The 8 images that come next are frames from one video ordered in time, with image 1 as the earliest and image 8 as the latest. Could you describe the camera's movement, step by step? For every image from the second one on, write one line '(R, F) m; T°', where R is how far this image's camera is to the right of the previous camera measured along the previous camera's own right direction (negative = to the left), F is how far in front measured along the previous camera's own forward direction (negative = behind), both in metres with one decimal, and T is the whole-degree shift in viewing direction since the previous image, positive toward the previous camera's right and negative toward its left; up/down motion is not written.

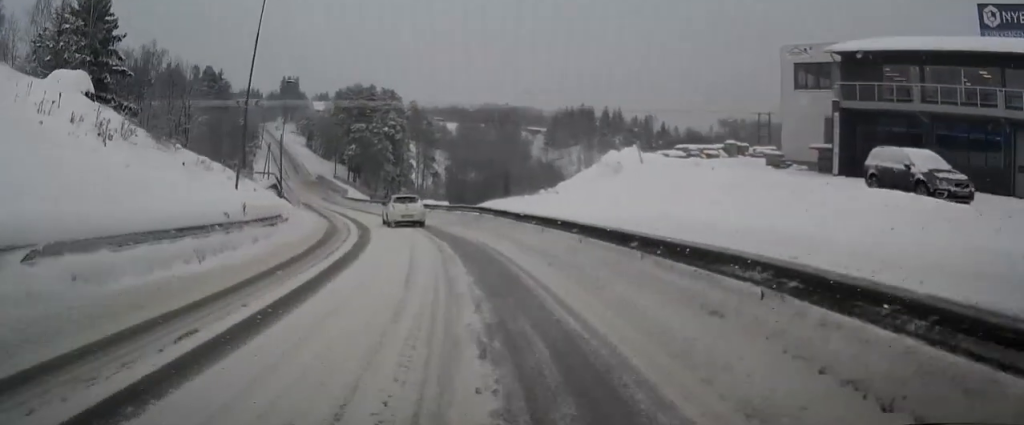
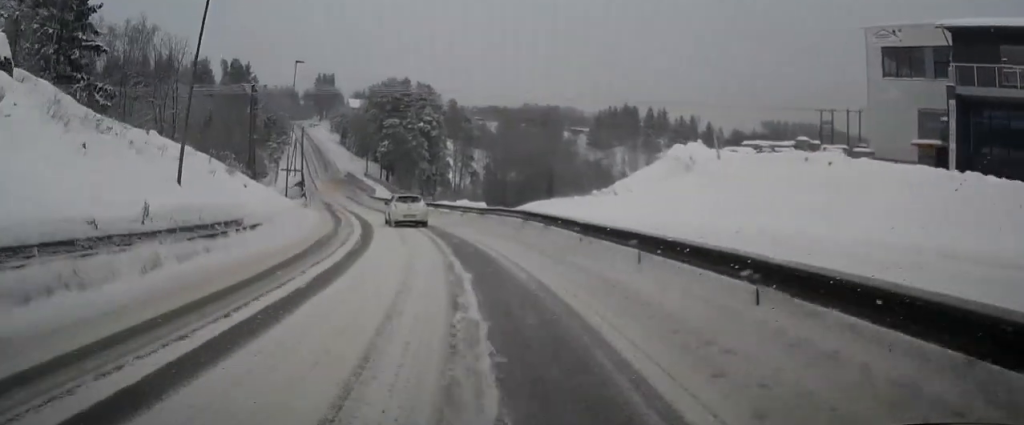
(-0.1, +7.6) m; -3°
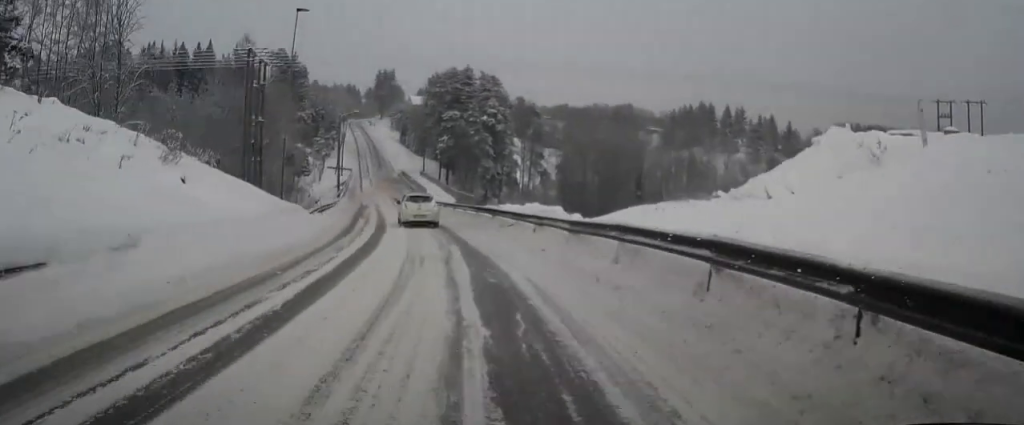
(-0.9, +13.1) m; -7°
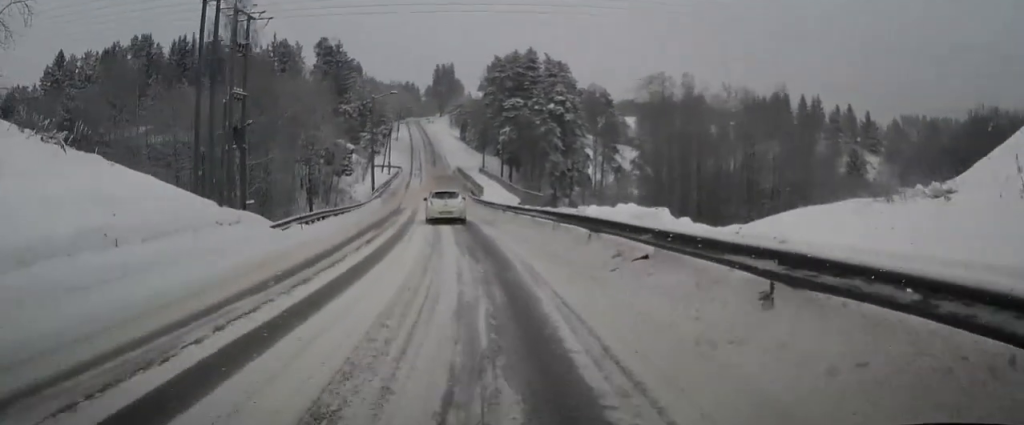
(-0.7, +12.8) m; -5°
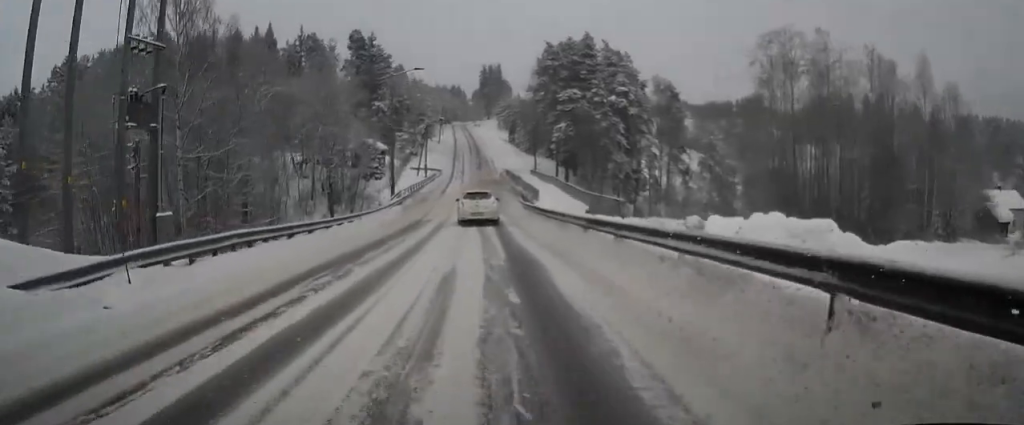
(-0.6, +12.4) m; -5°
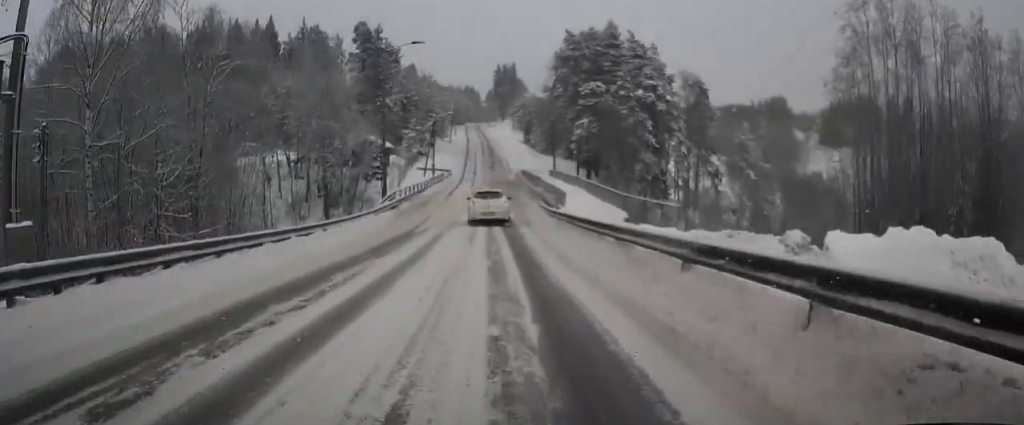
(-0.2, +7.4) m; -2°
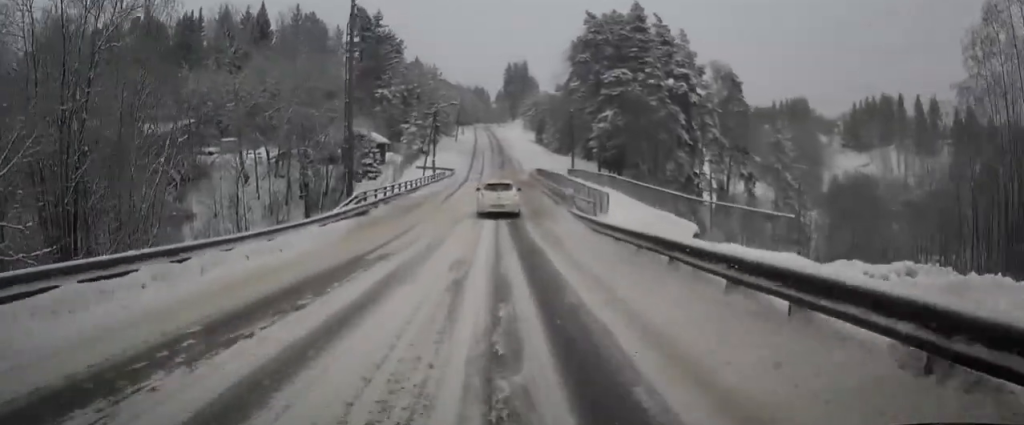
(-0.2, +9.3) m; -2°
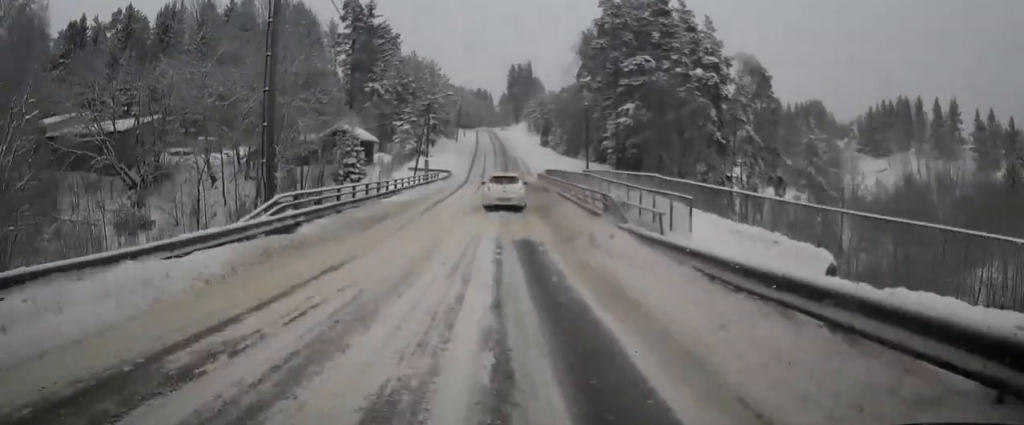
(-0.1, +8.5) m; -1°
